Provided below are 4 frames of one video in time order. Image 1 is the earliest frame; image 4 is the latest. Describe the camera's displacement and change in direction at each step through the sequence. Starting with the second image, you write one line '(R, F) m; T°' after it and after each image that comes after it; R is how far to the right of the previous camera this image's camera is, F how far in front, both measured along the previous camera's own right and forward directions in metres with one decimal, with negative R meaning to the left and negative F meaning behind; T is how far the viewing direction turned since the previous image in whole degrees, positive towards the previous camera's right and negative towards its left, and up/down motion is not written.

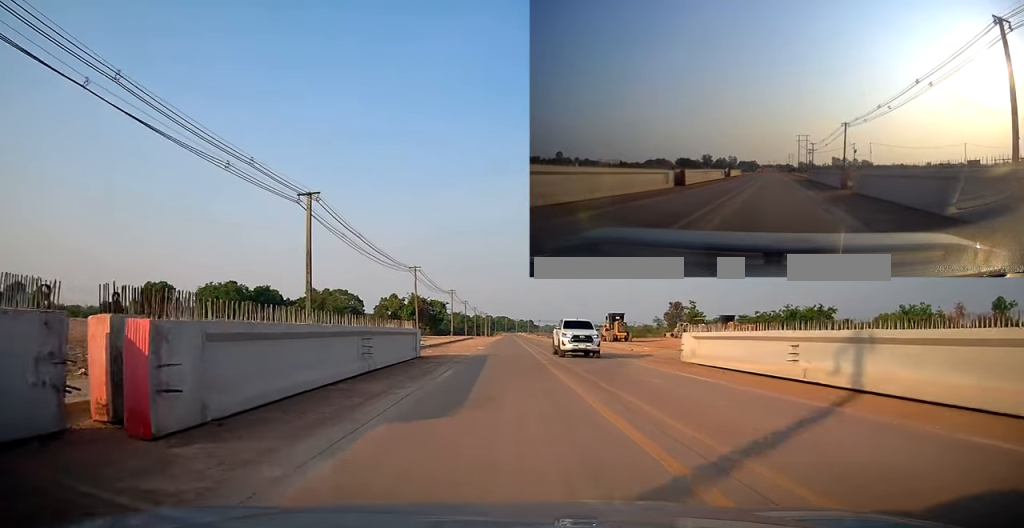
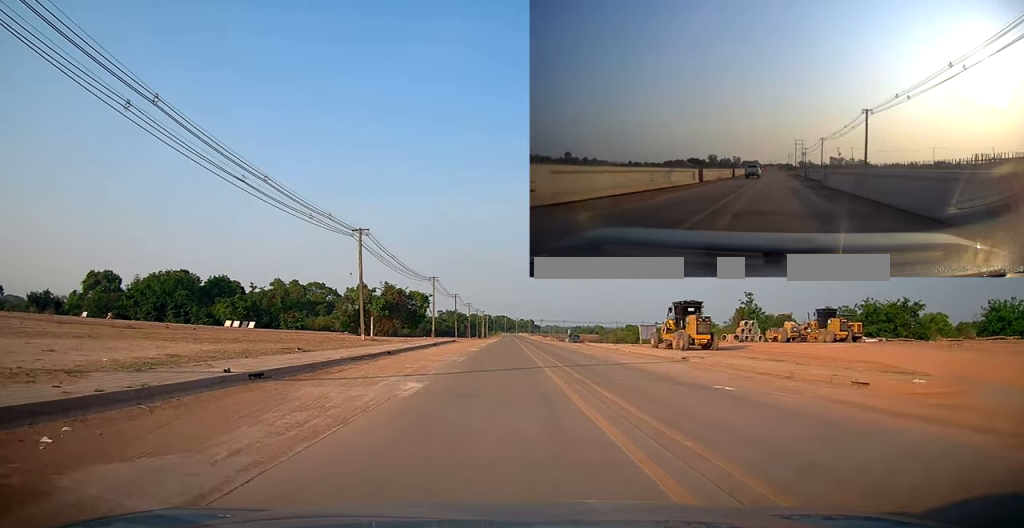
(+0.4, +27.8) m; +2°
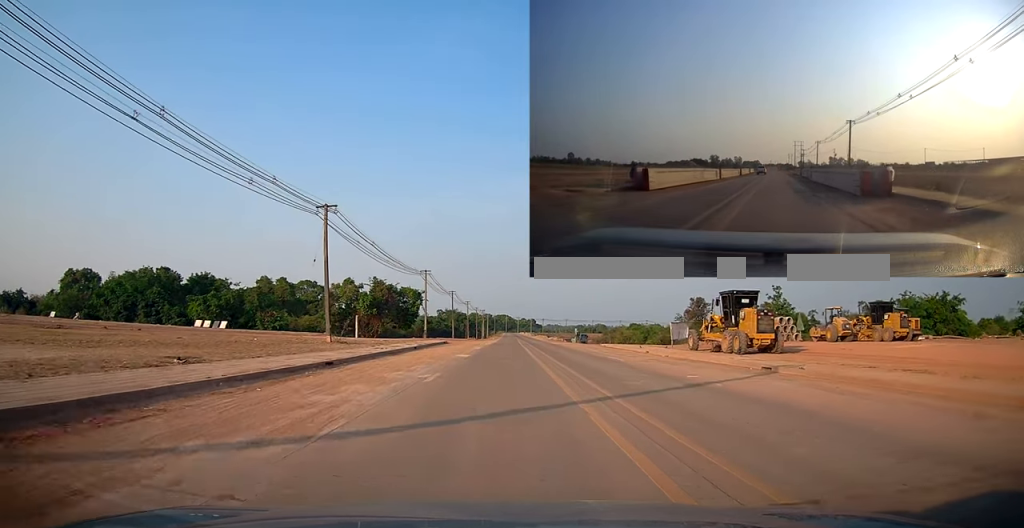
(+0.1, +9.6) m; +1°
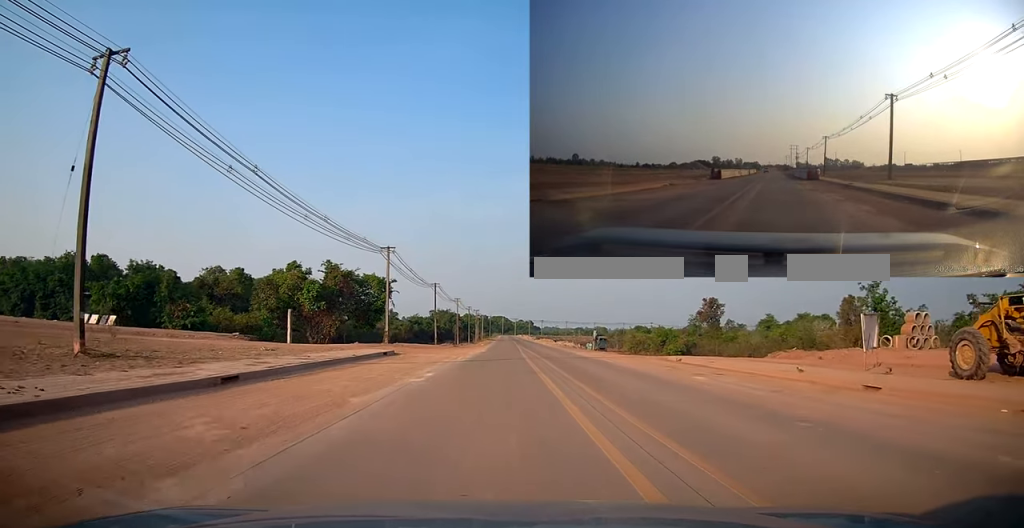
(-0.1, +23.5) m; -2°
